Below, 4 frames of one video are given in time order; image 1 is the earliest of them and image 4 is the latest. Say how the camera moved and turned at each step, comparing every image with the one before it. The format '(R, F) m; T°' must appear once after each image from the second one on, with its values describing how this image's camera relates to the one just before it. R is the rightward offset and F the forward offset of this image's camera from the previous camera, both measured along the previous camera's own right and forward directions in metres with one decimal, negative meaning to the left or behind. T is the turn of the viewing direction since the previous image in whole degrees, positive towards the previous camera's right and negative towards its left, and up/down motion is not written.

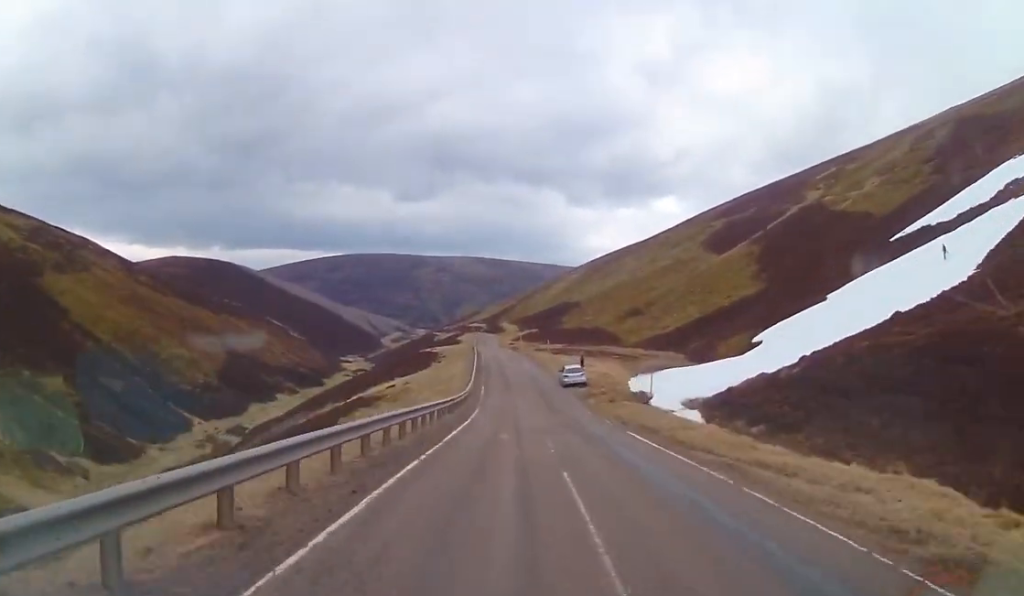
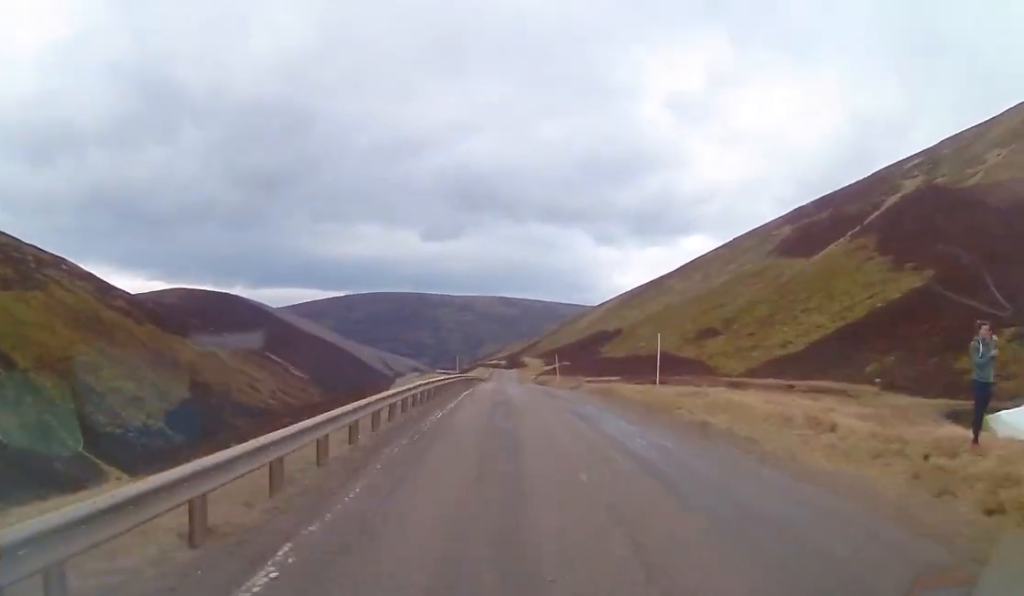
(-0.6, +50.6) m; -2°
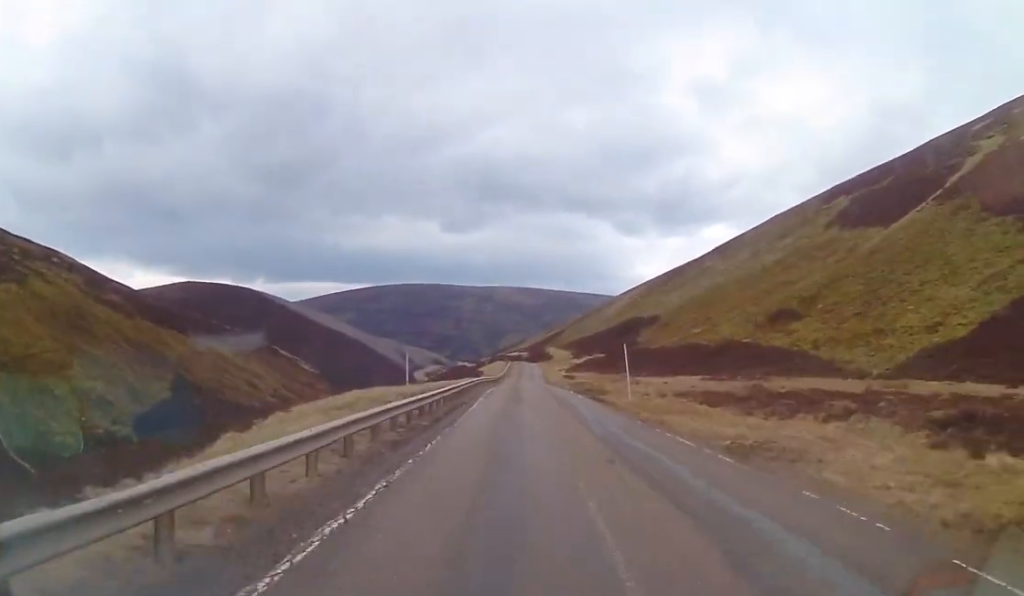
(-0.2, +26.4) m; -1°
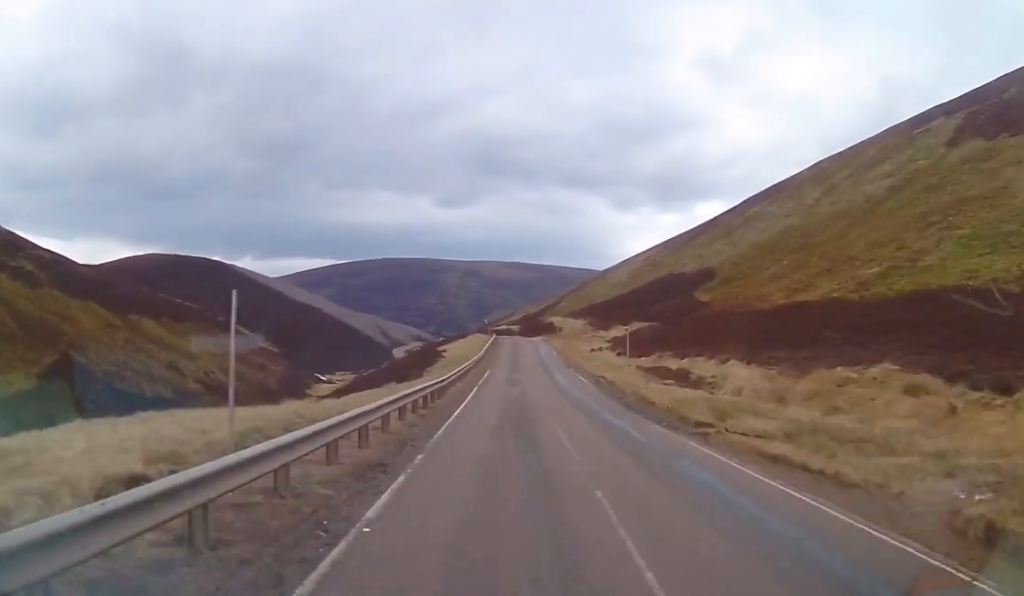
(-0.6, +57.1) m; -1°
